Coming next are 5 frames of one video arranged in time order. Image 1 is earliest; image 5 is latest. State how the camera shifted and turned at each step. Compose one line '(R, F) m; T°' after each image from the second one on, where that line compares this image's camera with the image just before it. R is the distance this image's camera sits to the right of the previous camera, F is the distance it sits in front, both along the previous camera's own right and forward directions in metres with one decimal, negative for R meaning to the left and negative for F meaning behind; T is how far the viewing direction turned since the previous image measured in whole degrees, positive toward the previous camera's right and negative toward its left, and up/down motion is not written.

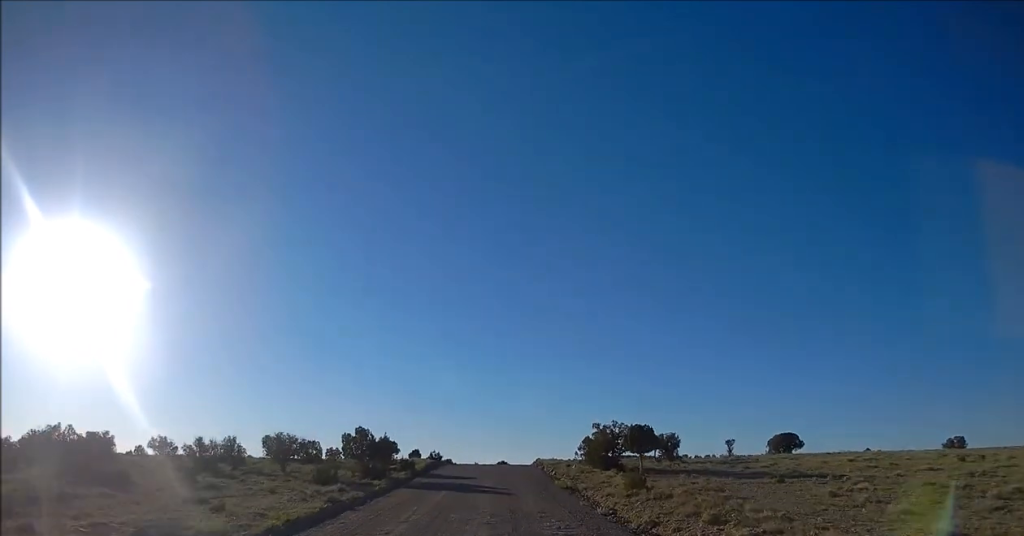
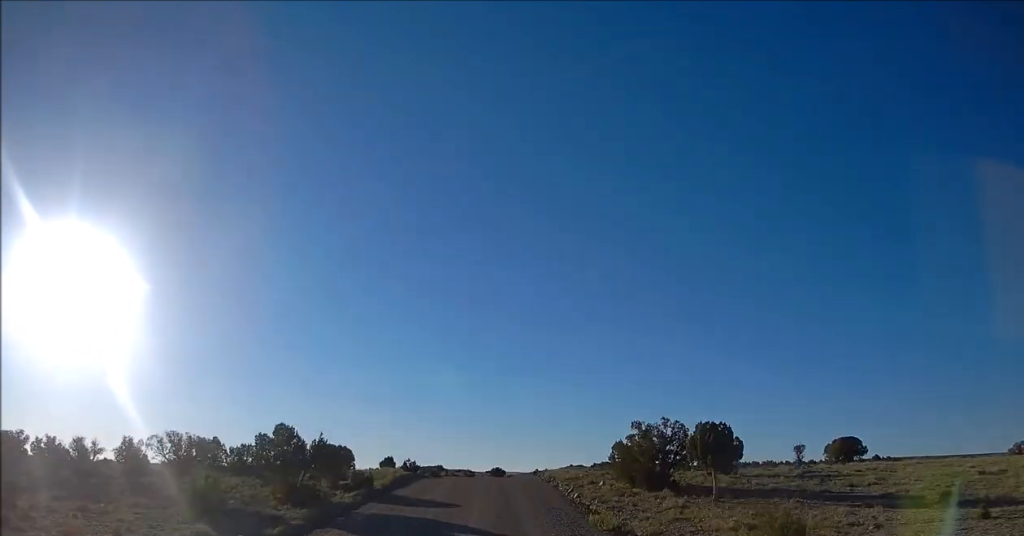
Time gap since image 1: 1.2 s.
(-0.1, +14.5) m; 0°
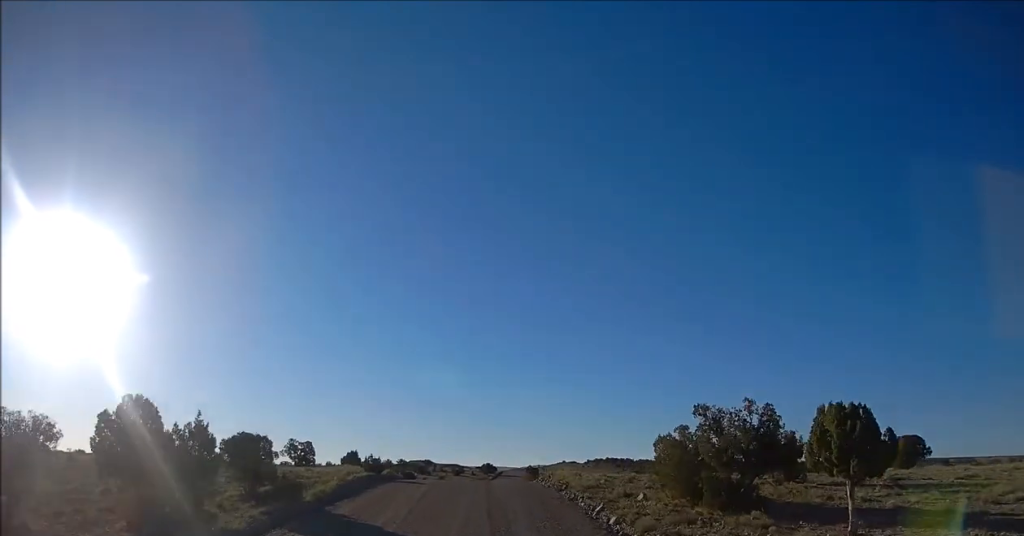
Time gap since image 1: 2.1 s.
(0.0, +11.1) m; 0°
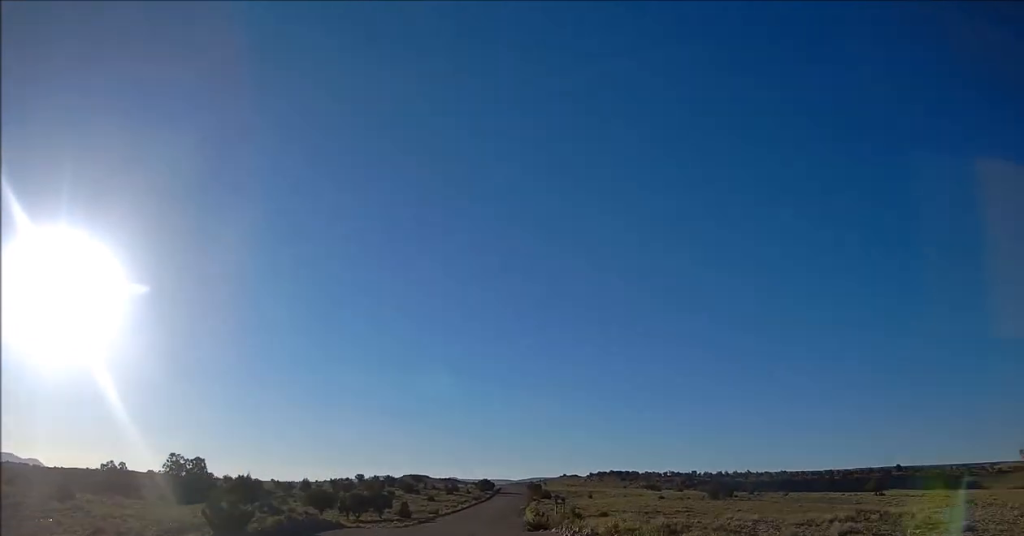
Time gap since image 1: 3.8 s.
(-0.1, +18.3) m; -1°
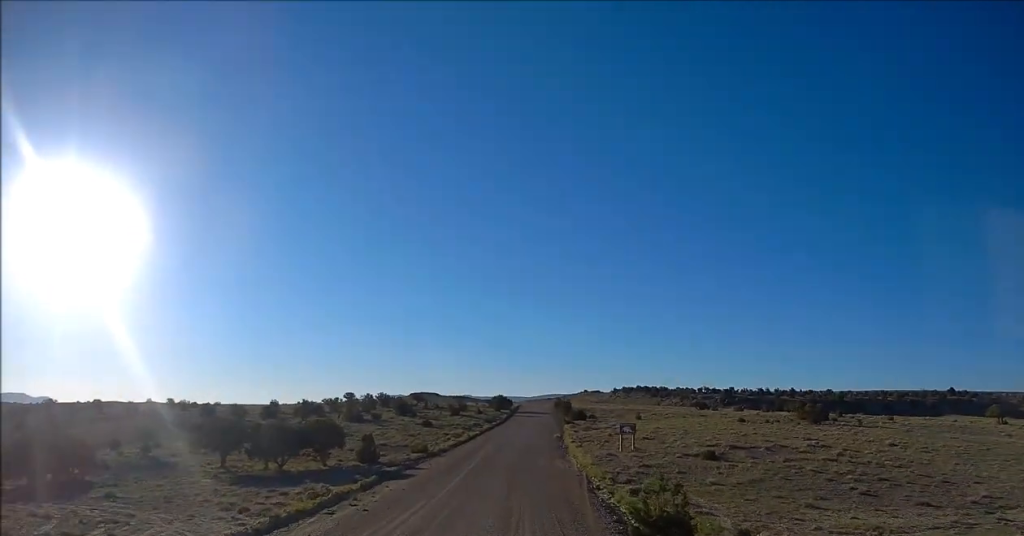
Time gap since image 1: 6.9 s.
(+0.4, +32.6) m; +1°
